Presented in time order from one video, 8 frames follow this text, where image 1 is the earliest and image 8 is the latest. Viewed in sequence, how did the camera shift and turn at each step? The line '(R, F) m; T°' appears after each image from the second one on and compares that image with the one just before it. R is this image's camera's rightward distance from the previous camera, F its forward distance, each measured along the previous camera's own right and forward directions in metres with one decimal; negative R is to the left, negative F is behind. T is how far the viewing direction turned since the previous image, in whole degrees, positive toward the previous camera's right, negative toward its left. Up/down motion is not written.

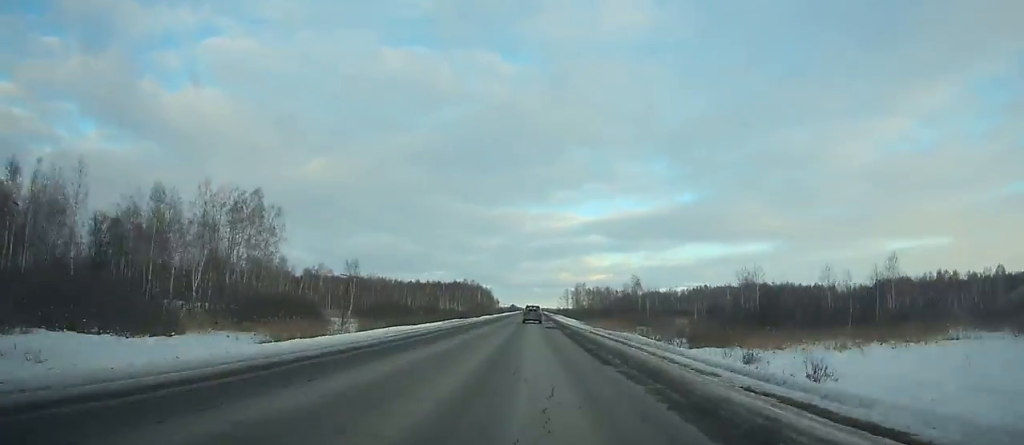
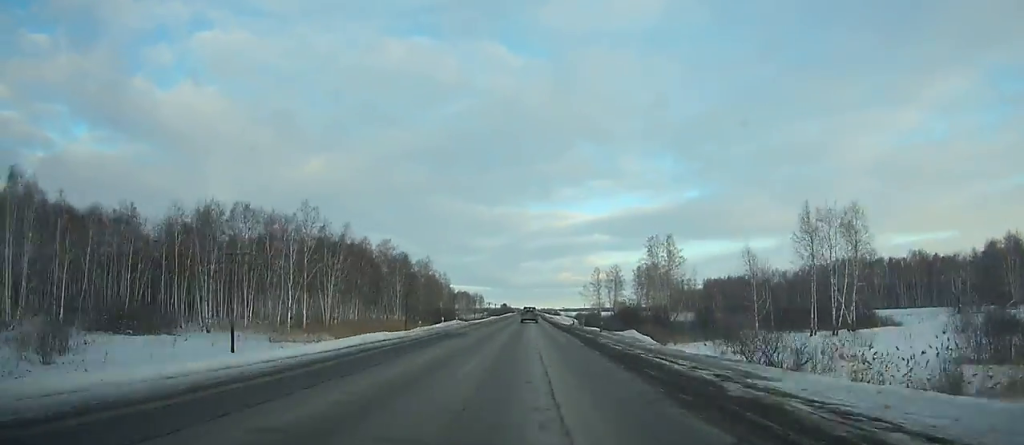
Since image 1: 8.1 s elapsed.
(+0.2, +231.9) m; 0°
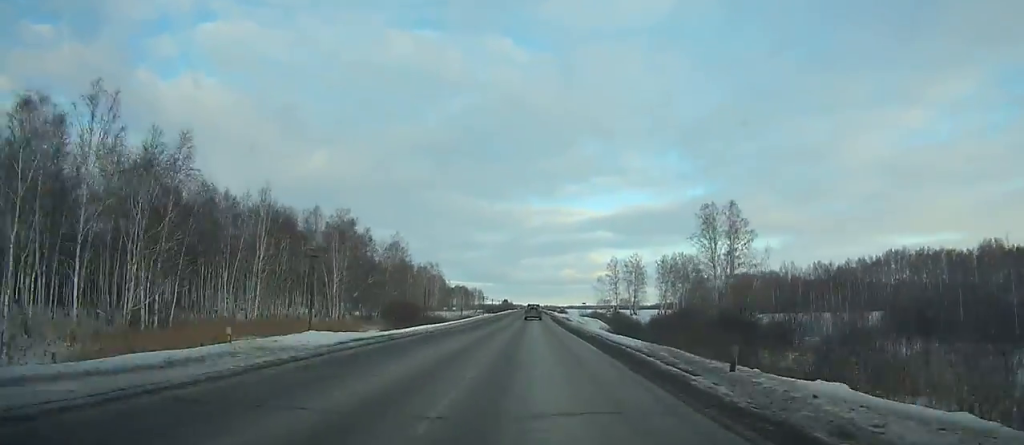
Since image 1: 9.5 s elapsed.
(-0.2, +40.1) m; 0°
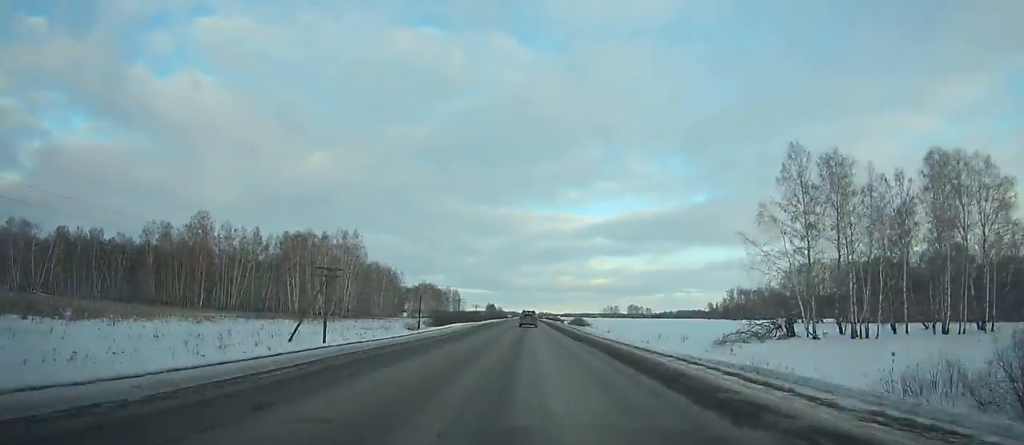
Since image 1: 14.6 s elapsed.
(+0.1, +144.9) m; 0°
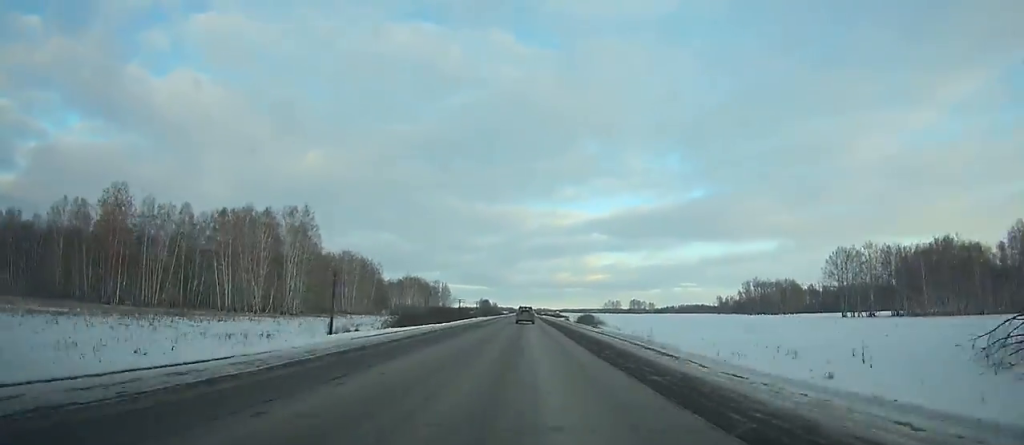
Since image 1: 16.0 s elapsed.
(0.0, +39.6) m; 0°
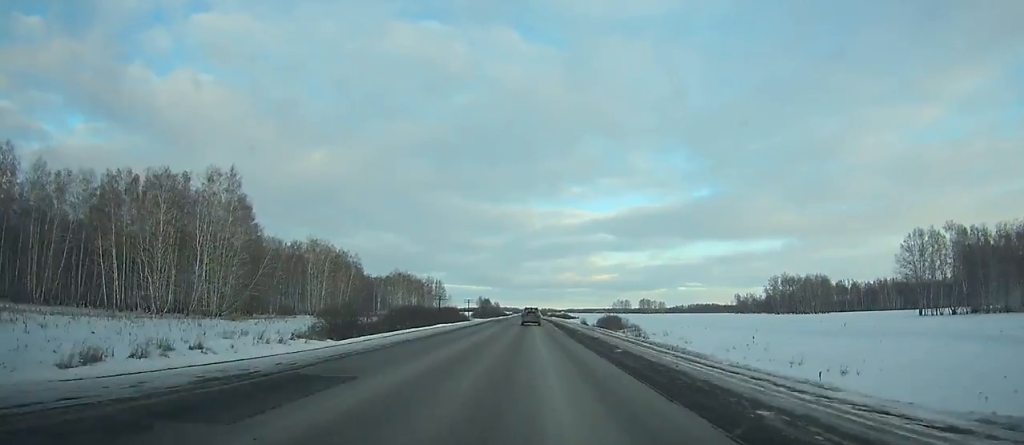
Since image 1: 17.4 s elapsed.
(+0.1, +39.4) m; 0°
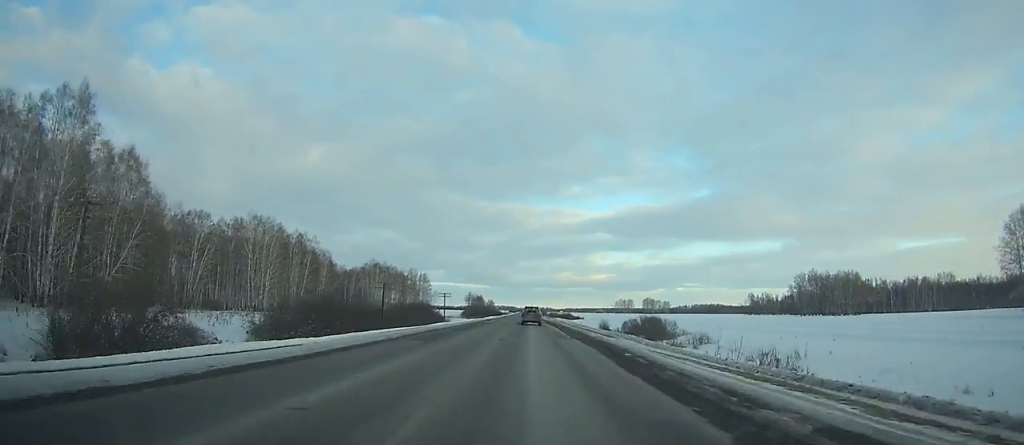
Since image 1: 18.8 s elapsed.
(+0.1, +39.3) m; 0°
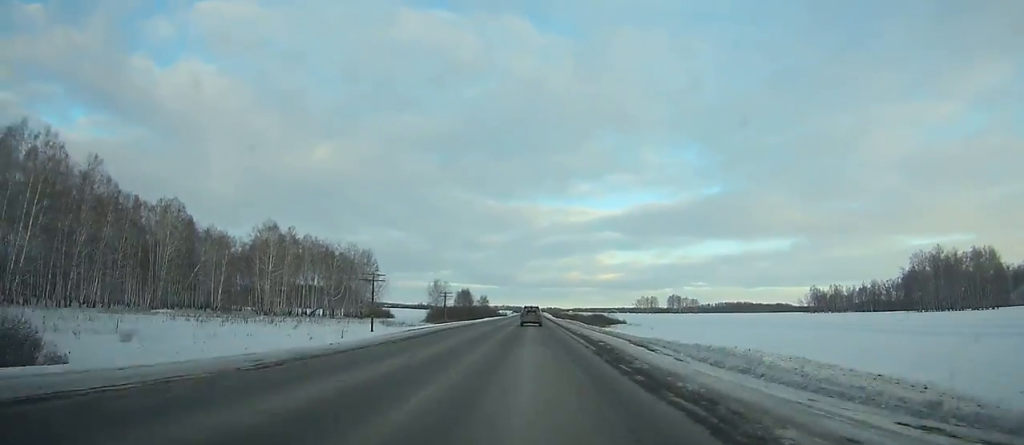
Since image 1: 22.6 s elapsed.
(-0.3, +106.2) m; 0°
